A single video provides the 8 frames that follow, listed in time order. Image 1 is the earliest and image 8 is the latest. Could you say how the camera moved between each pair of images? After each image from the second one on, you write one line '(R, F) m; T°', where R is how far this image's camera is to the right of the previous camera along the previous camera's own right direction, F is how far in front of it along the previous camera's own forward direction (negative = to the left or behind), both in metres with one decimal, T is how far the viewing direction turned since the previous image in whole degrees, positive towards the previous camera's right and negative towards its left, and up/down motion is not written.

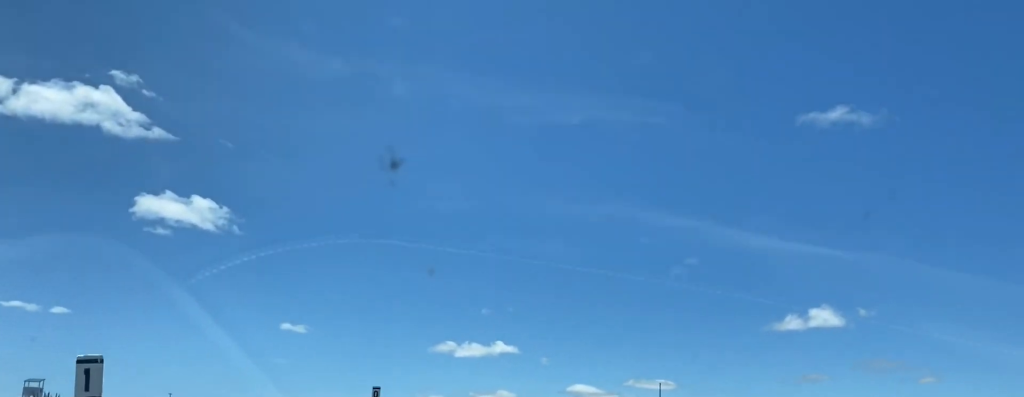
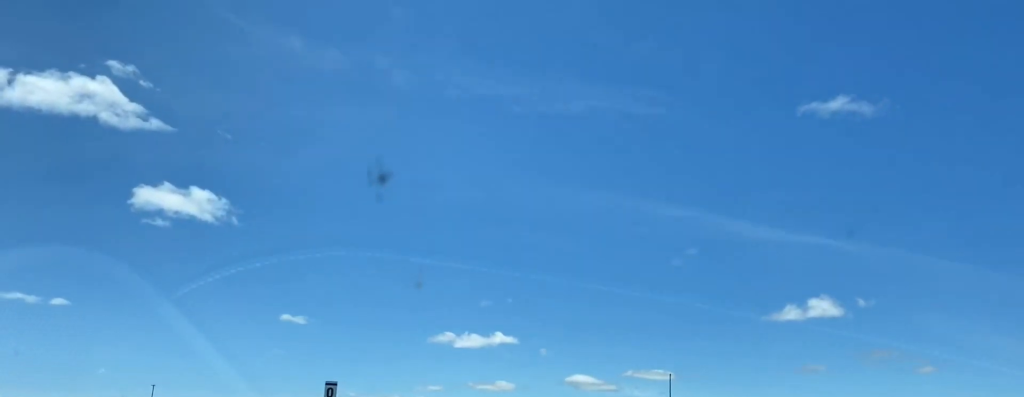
(0.0, +14.0) m; +1°
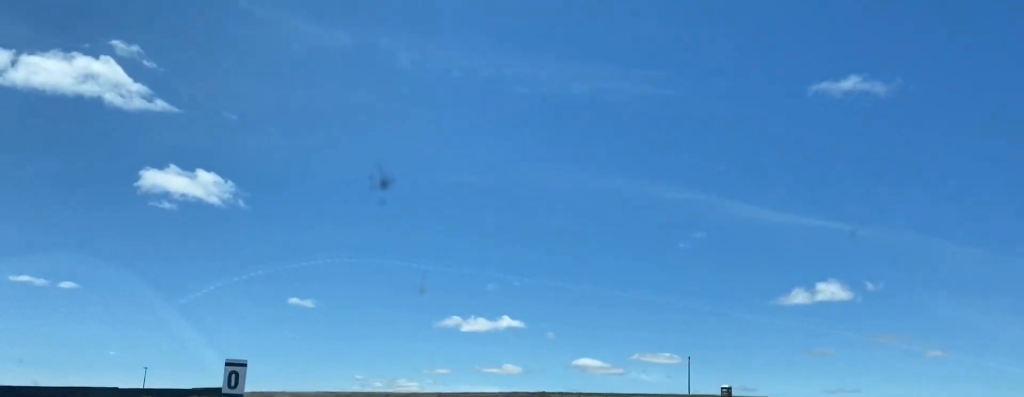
(+0.2, +12.1) m; +3°
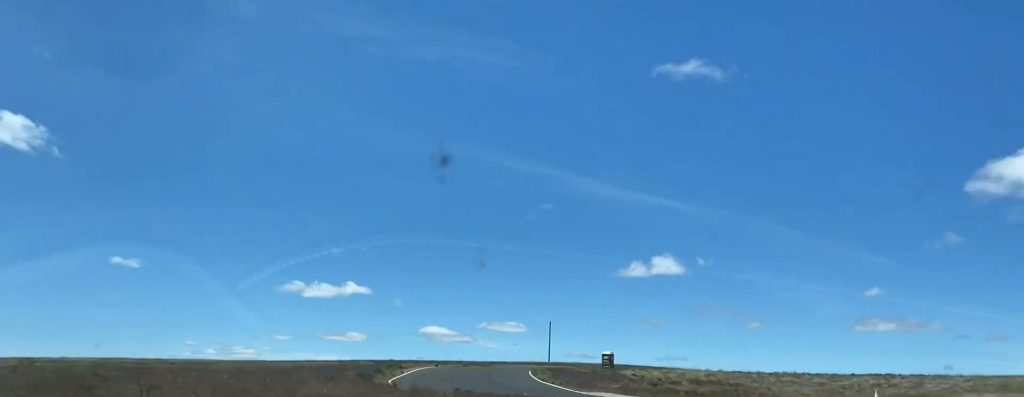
(+1.0, +22.8) m; +11°
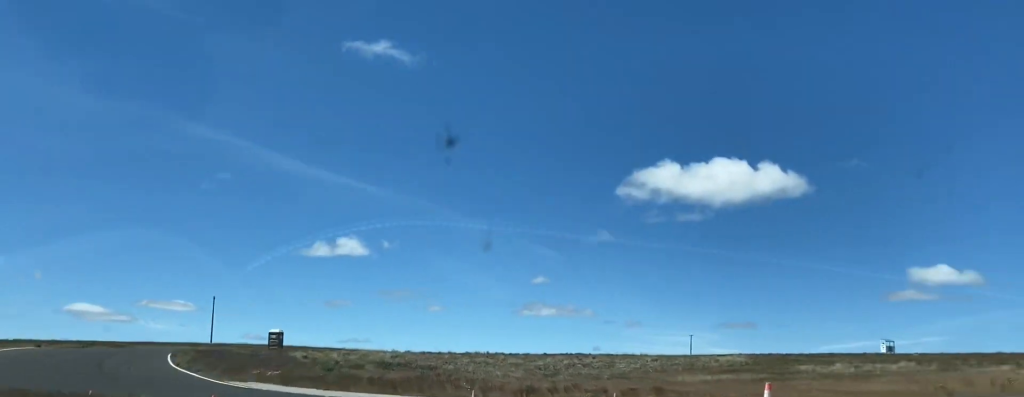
(+1.2, +15.9) m; +18°
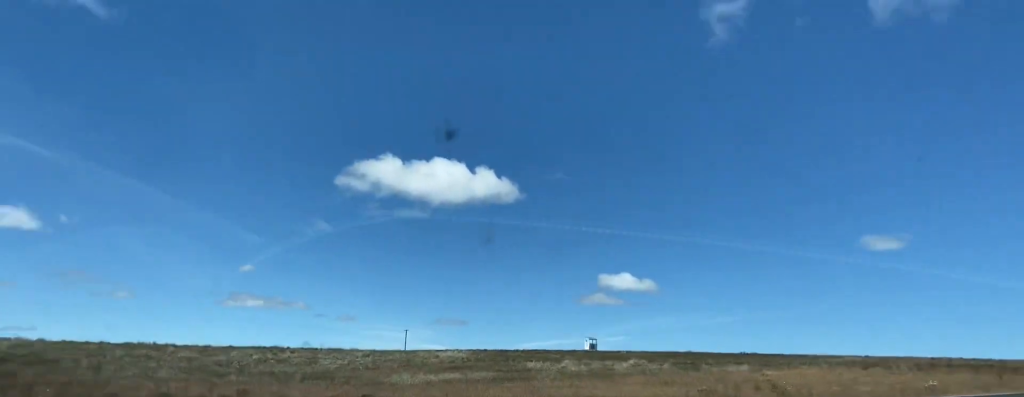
(+1.6, +10.8) m; +21°
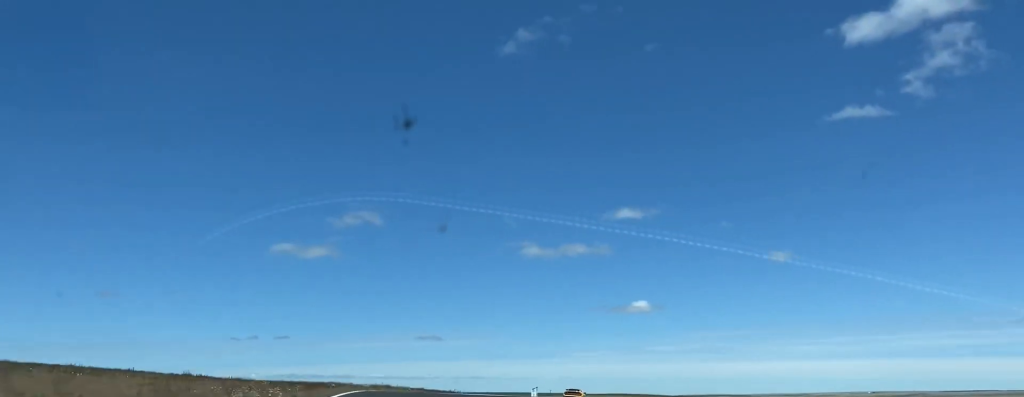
(+33.9, +35.0) m; +68°
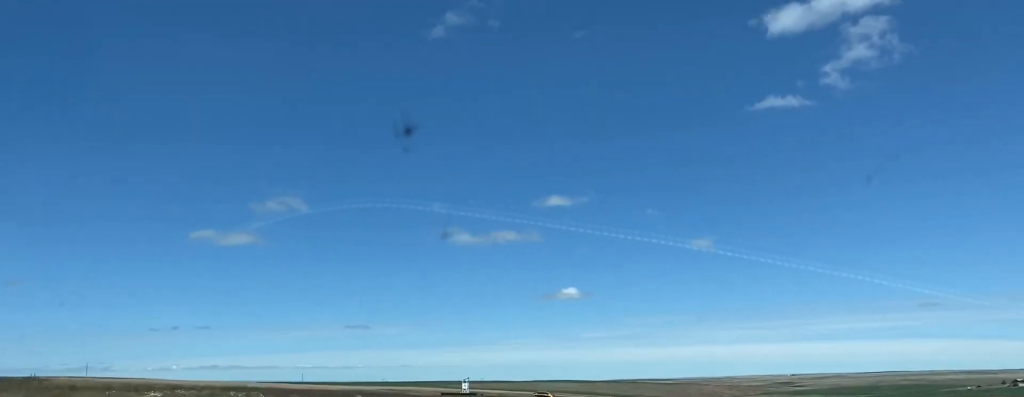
(+2.1, +22.5) m; +6°
